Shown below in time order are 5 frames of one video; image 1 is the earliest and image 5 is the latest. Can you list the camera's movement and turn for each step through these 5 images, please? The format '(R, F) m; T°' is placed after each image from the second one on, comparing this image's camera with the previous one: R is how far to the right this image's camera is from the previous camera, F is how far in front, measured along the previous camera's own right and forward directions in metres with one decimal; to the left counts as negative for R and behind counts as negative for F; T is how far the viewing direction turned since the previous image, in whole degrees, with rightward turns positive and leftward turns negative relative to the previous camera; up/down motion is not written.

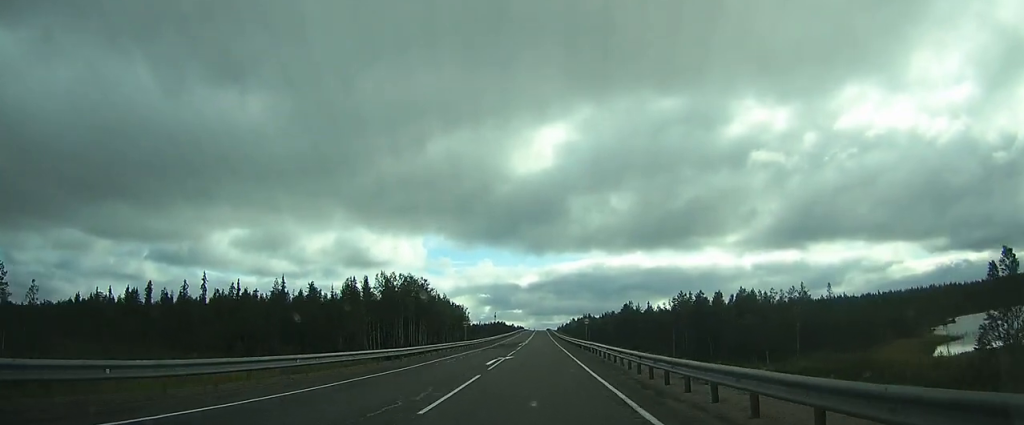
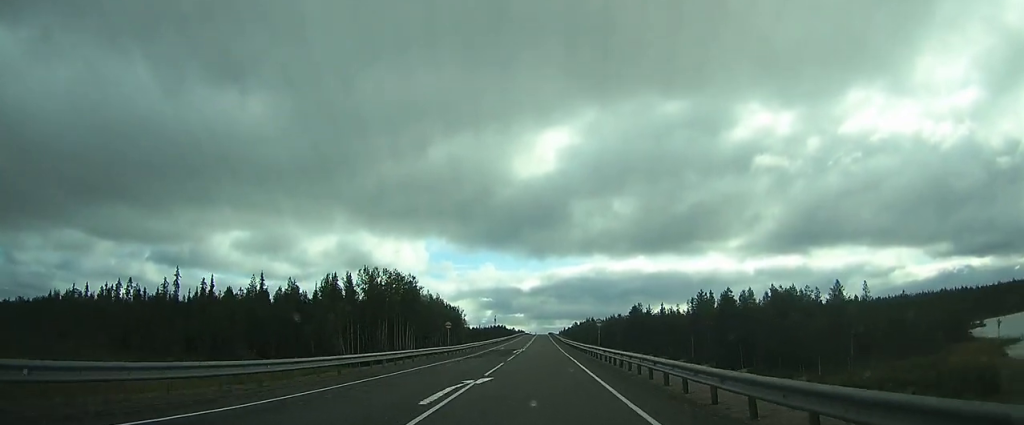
(-0.1, +14.0) m; 0°
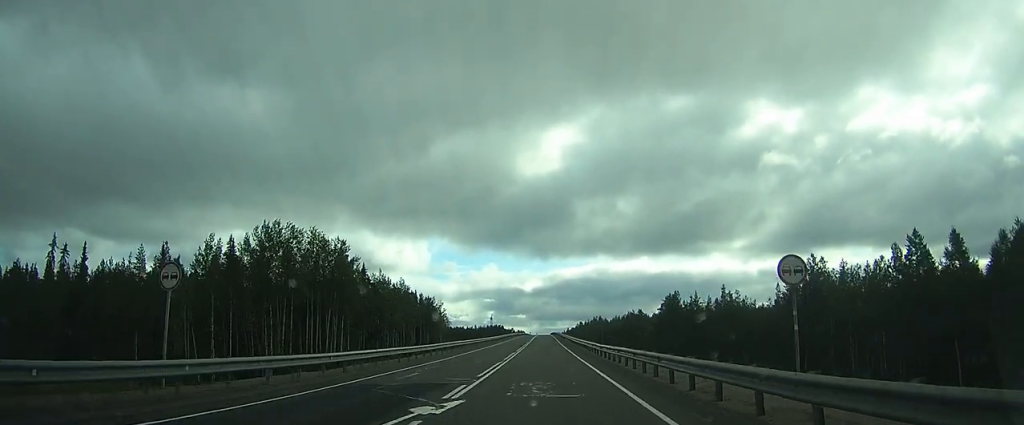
(+1.1, +43.7) m; +2°
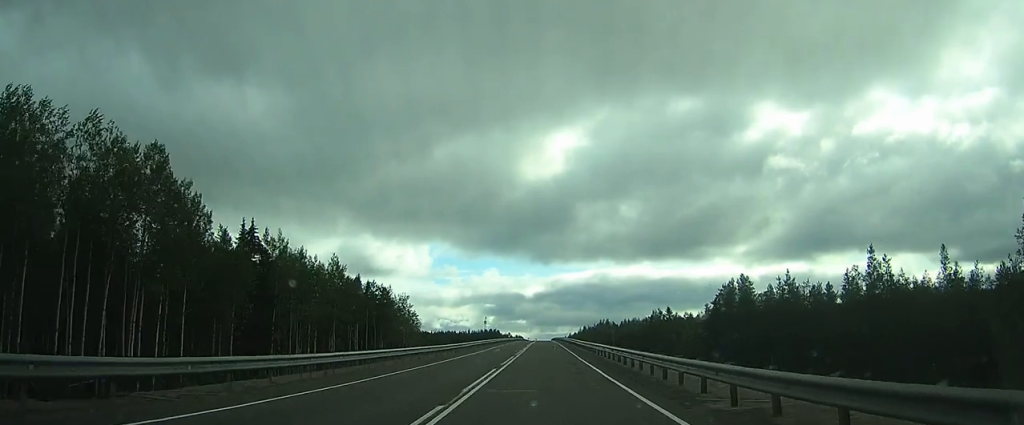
(-0.3, +38.3) m; 0°
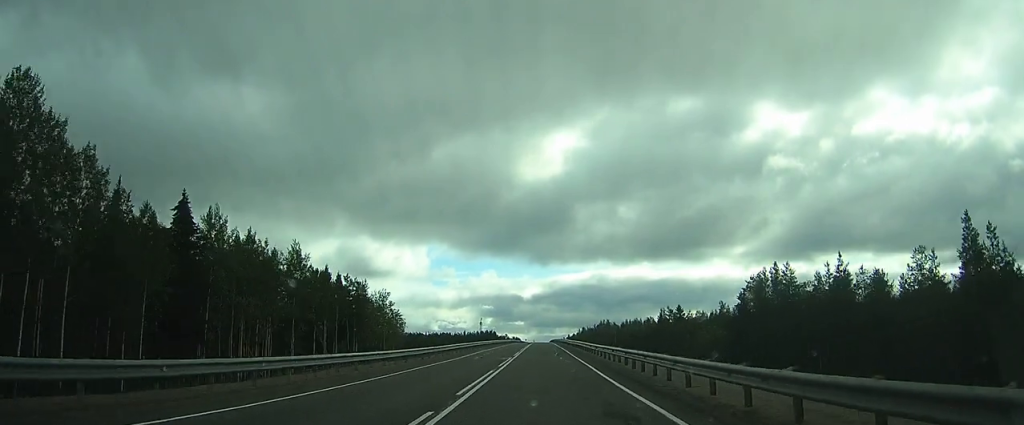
(+0.1, +12.0) m; 0°
